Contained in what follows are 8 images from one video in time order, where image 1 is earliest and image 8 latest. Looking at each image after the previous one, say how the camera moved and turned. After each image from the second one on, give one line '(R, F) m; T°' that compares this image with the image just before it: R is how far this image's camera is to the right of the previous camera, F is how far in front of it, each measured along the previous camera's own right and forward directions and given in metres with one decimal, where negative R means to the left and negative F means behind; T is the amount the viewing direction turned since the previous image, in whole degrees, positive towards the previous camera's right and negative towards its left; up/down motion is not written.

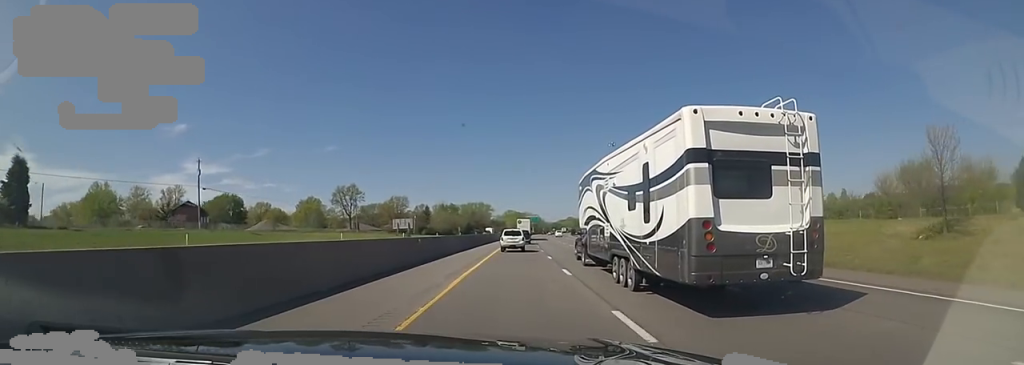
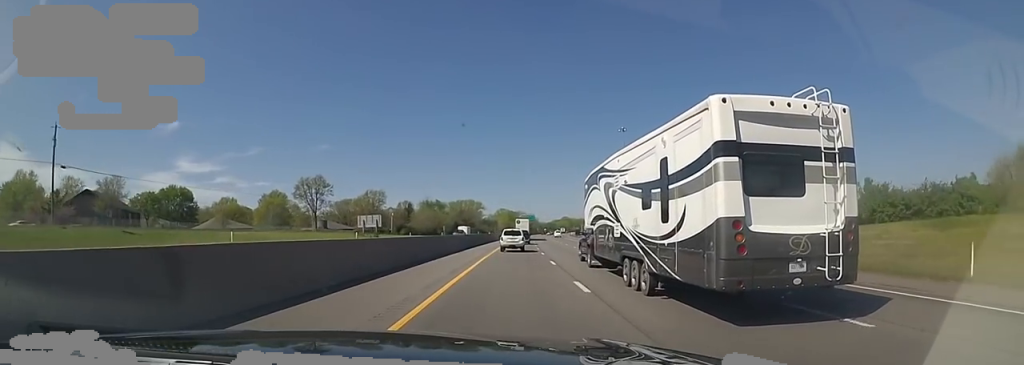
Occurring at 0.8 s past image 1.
(-0.1, +24.2) m; +2°
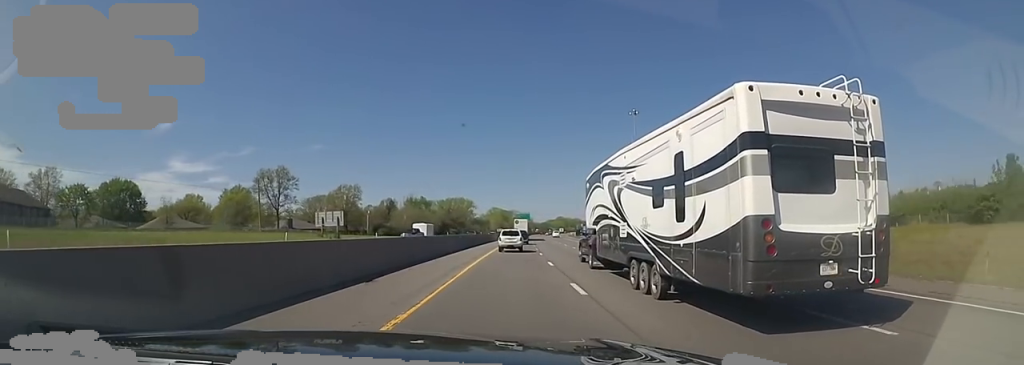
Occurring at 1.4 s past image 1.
(+0.6, +19.9) m; 0°
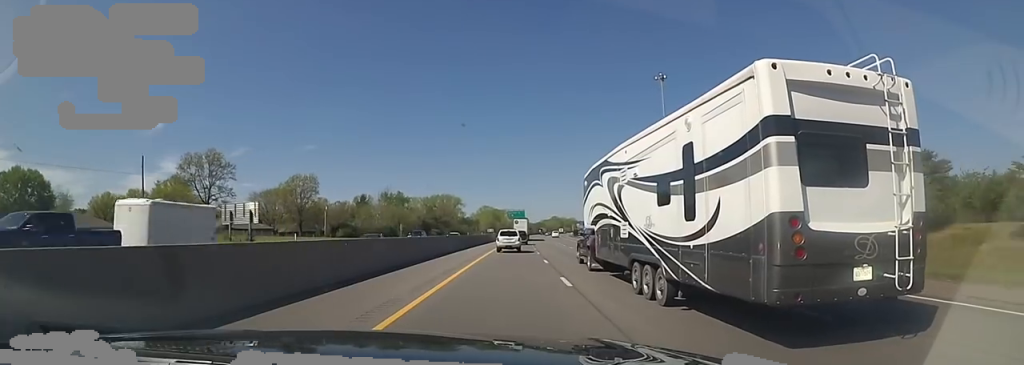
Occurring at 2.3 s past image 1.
(+0.2, +27.4) m; 0°
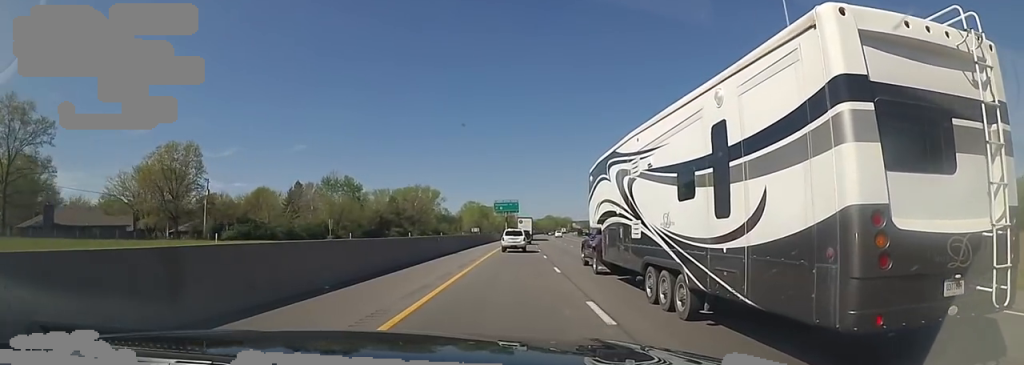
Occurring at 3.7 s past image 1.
(+0.2, +44.4) m; +1°
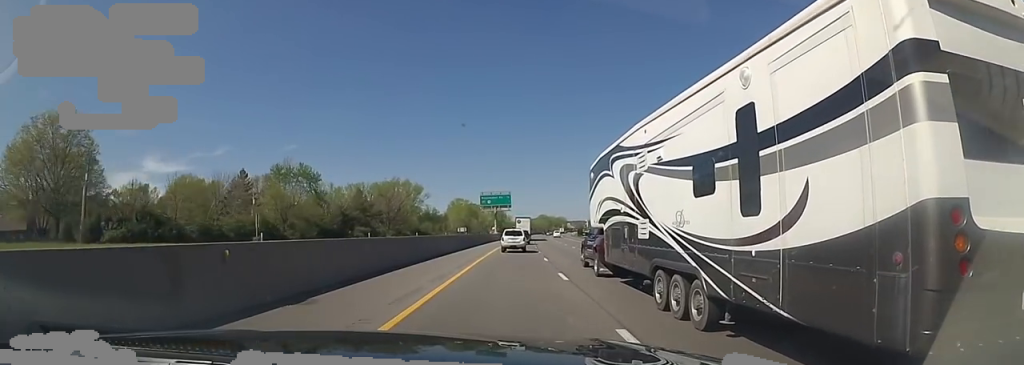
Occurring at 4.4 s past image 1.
(-0.1, +22.4) m; 0°
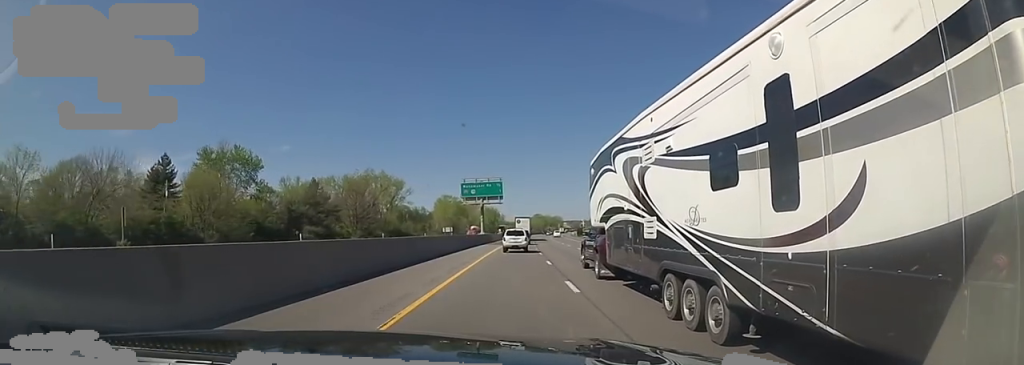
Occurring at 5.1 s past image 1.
(-0.2, +22.5) m; 0°
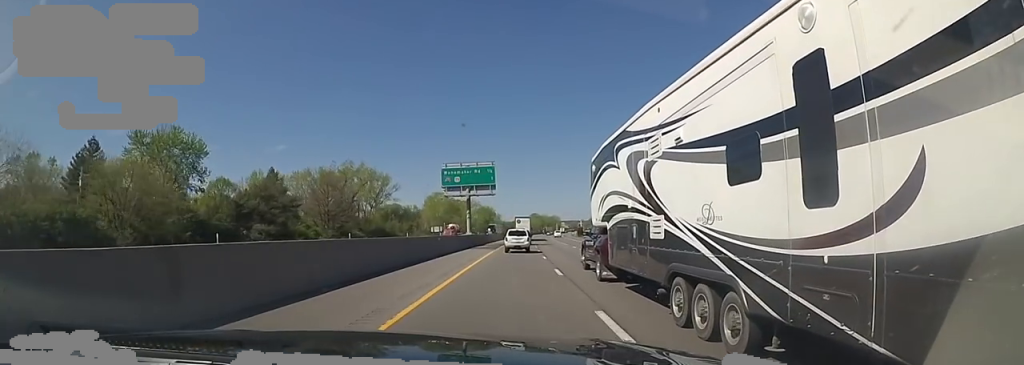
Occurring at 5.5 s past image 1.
(+0.2, +15.0) m; +1°
